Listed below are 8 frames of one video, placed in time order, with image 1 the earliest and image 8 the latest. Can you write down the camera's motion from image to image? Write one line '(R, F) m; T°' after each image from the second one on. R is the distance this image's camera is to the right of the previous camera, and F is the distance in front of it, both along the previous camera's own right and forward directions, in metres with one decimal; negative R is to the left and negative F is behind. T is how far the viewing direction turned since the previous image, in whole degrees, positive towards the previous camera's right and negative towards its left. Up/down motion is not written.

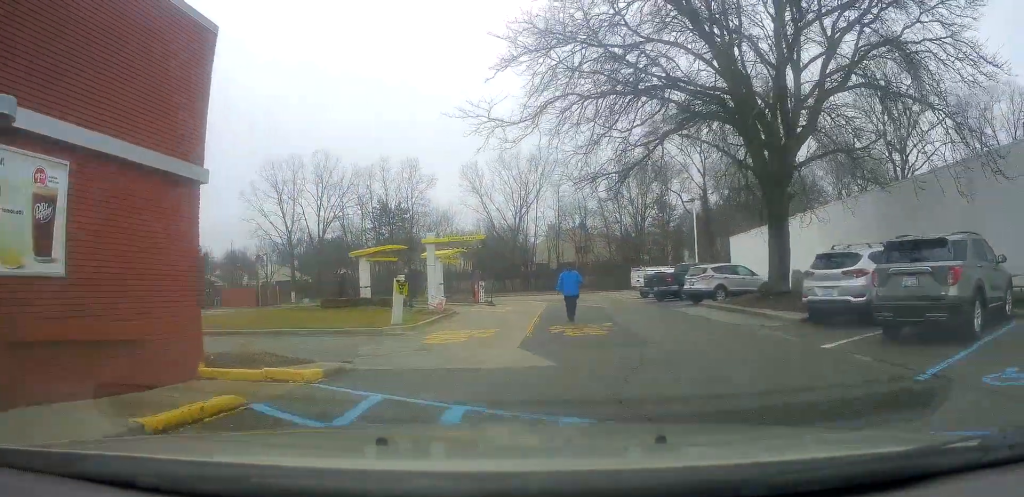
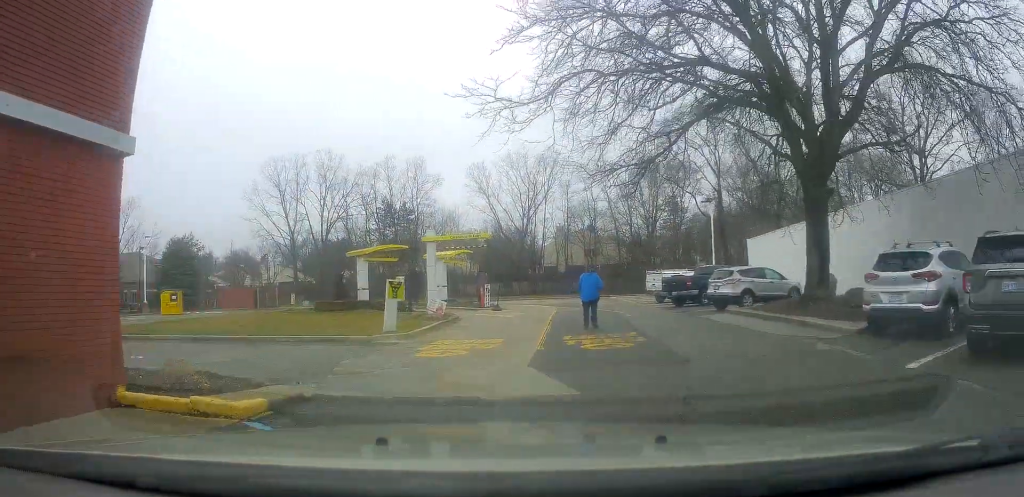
(-0.1, +2.4) m; -1°
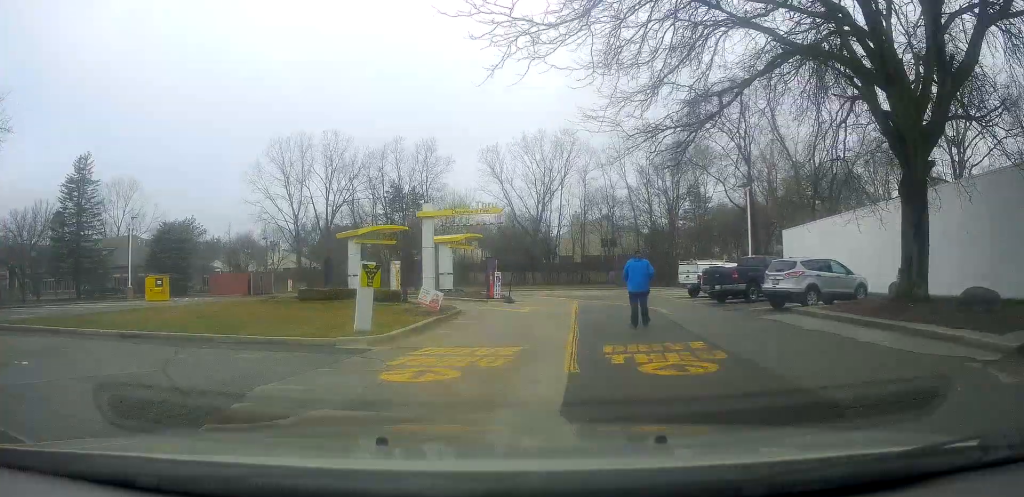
(+0.2, +4.4) m; -4°
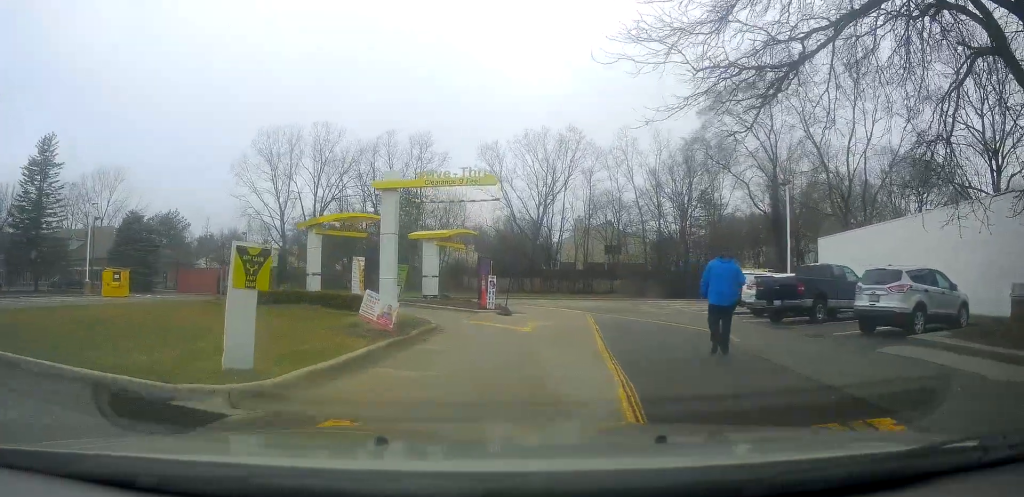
(-0.4, +5.6) m; -1°
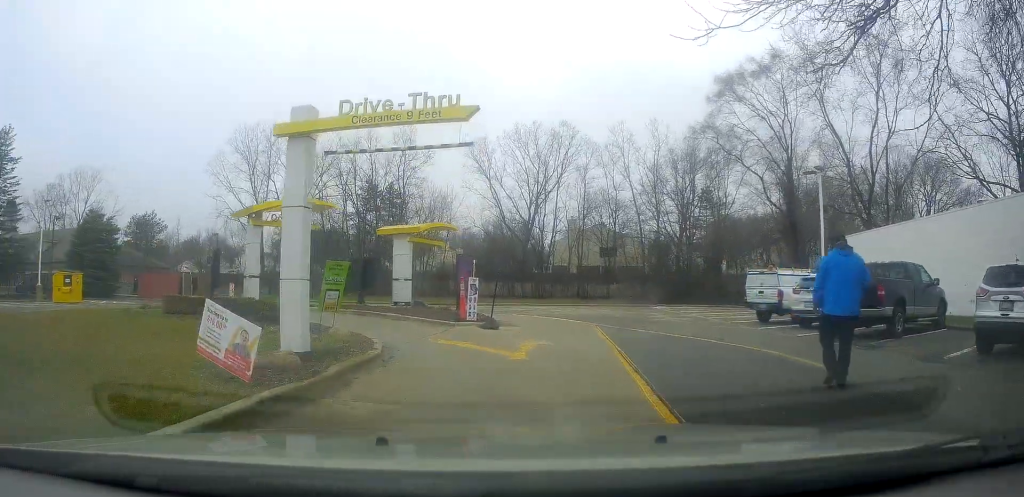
(-0.1, +4.6) m; 0°
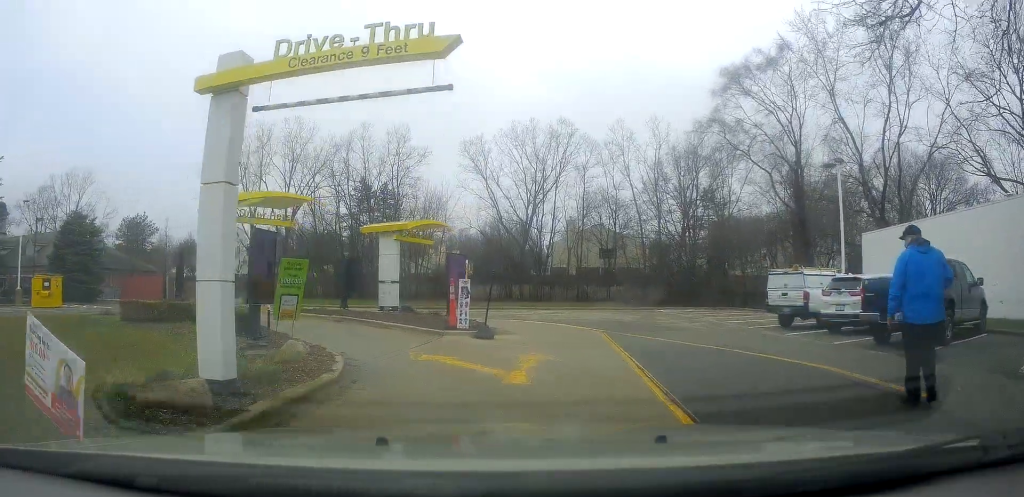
(0.0, +1.9) m; +1°
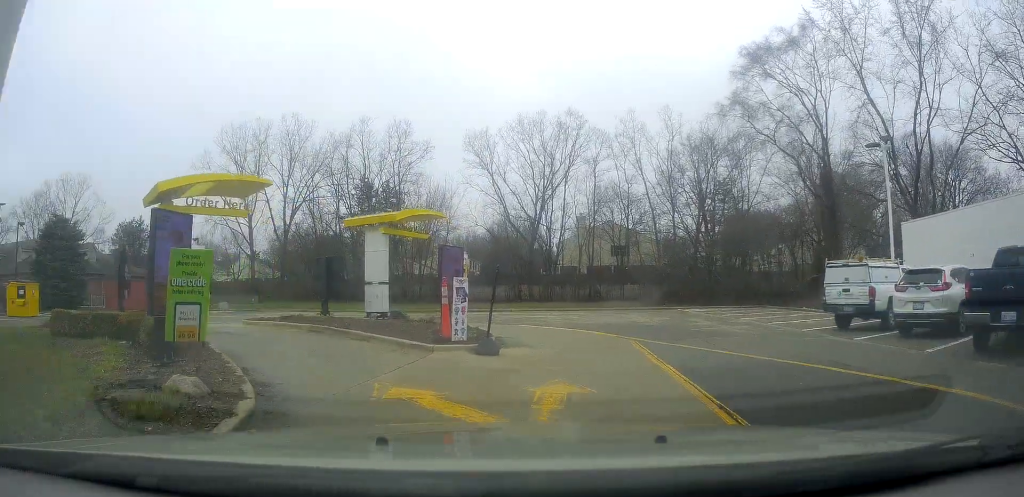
(+0.4, +3.0) m; +3°
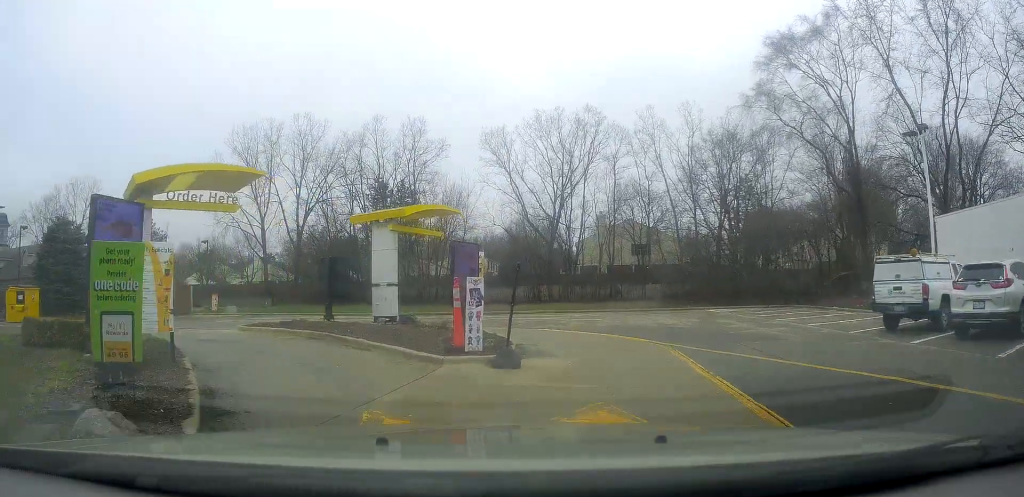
(-0.1, +1.5) m; -2°
